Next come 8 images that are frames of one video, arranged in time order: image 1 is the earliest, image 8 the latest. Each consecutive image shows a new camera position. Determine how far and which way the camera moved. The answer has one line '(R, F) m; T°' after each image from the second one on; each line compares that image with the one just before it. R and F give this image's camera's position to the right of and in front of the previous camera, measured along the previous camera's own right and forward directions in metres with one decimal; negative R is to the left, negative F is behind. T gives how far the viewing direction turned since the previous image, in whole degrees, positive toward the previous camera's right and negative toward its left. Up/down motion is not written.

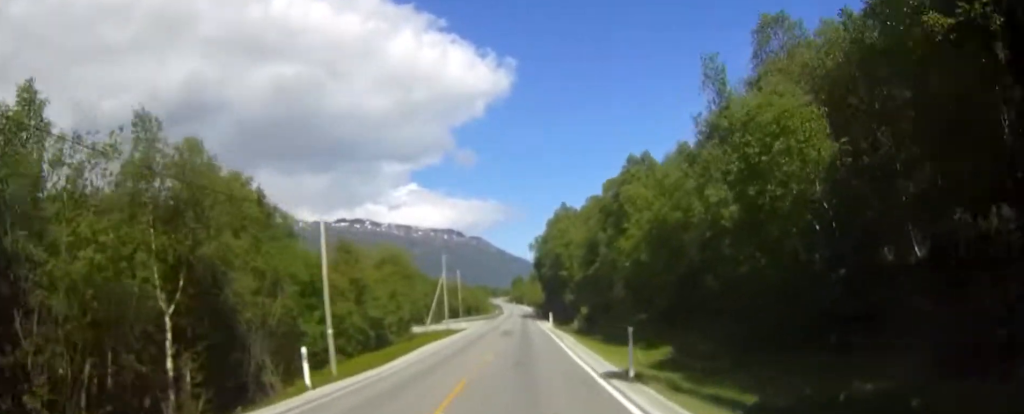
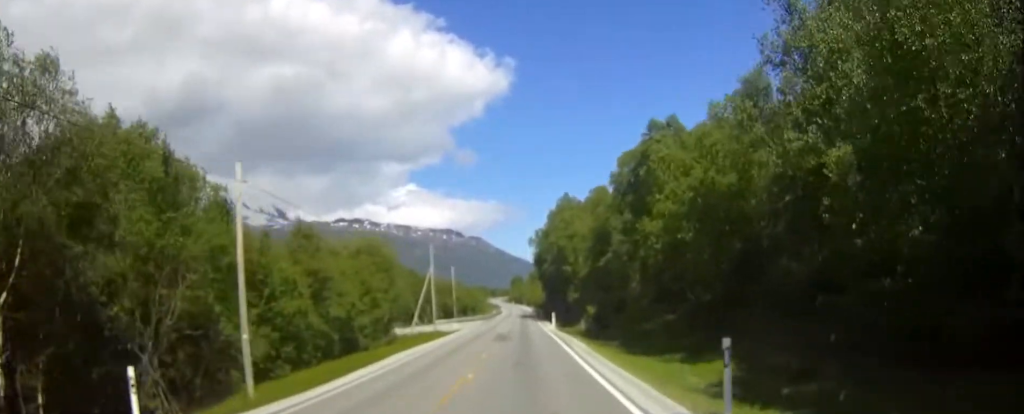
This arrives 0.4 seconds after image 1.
(0.0, +8.6) m; 0°
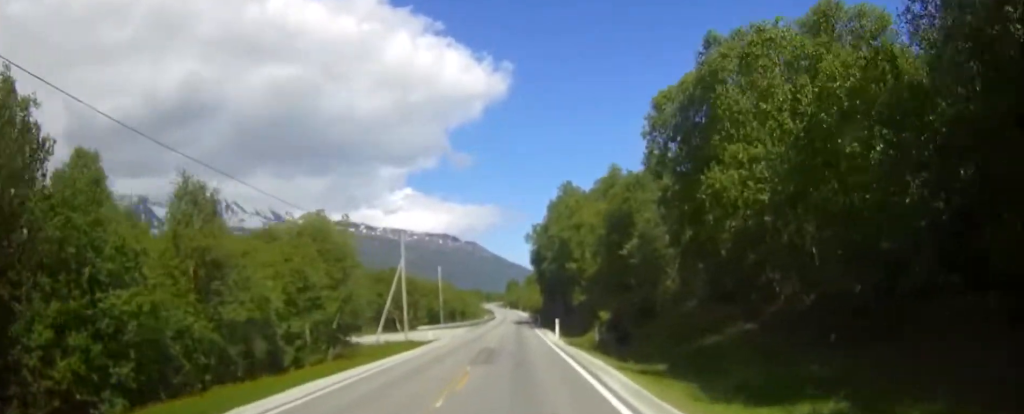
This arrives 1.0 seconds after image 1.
(0.0, +12.8) m; 0°
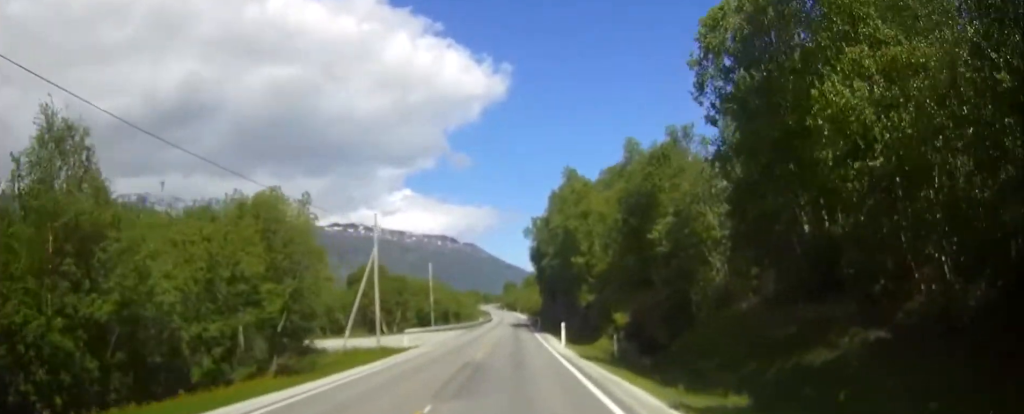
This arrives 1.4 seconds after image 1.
(0.0, +8.6) m; 0°
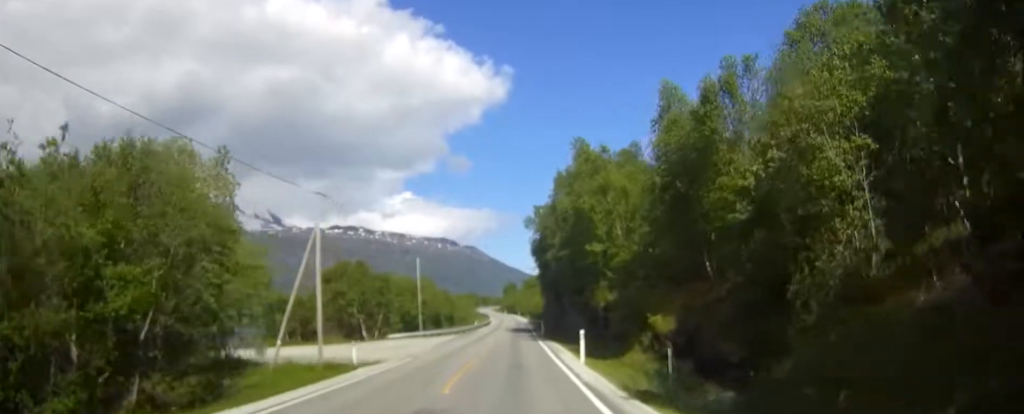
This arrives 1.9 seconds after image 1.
(0.0, +11.4) m; 0°
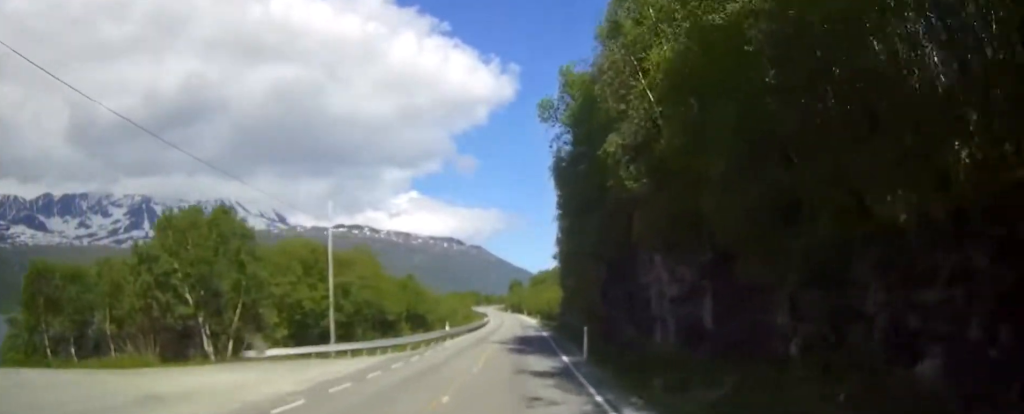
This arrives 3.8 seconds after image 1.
(-0.1, +40.2) m; 0°
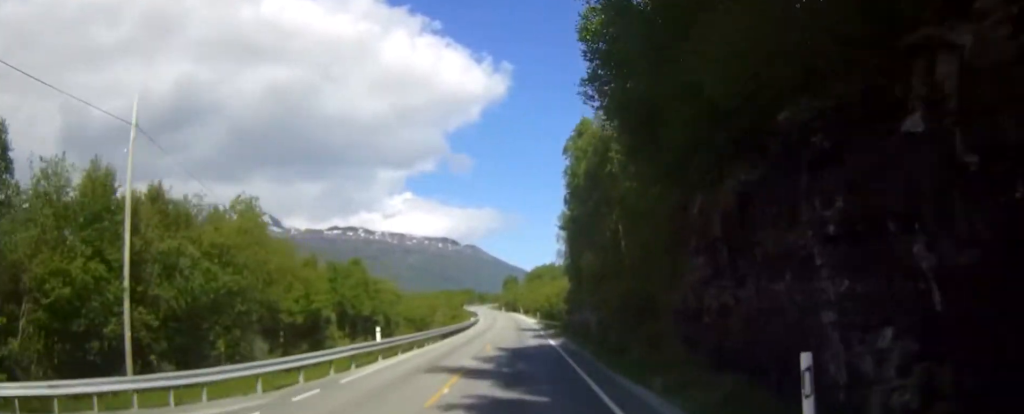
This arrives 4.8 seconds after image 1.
(0.0, +22.4) m; 0°
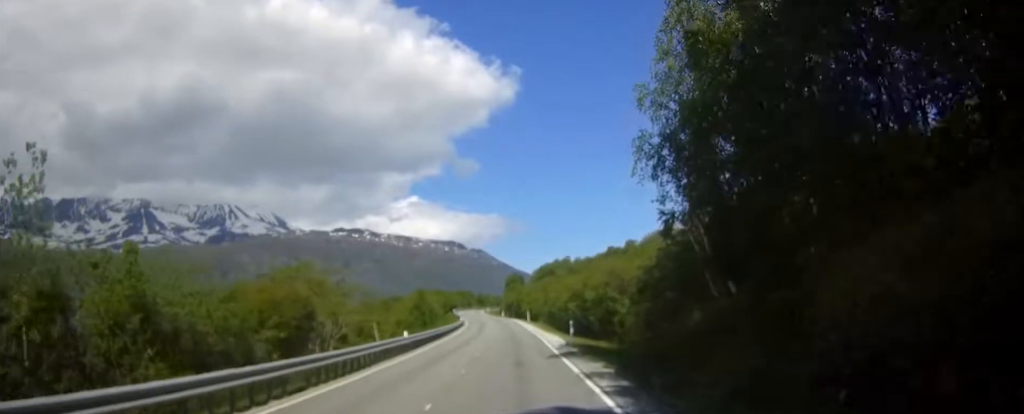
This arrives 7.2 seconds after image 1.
(-0.1, +51.2) m; 0°
